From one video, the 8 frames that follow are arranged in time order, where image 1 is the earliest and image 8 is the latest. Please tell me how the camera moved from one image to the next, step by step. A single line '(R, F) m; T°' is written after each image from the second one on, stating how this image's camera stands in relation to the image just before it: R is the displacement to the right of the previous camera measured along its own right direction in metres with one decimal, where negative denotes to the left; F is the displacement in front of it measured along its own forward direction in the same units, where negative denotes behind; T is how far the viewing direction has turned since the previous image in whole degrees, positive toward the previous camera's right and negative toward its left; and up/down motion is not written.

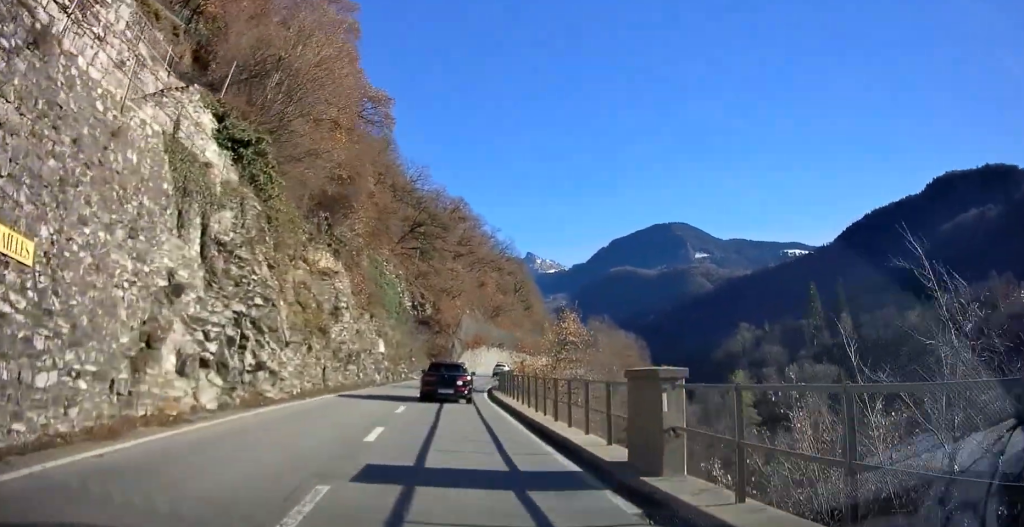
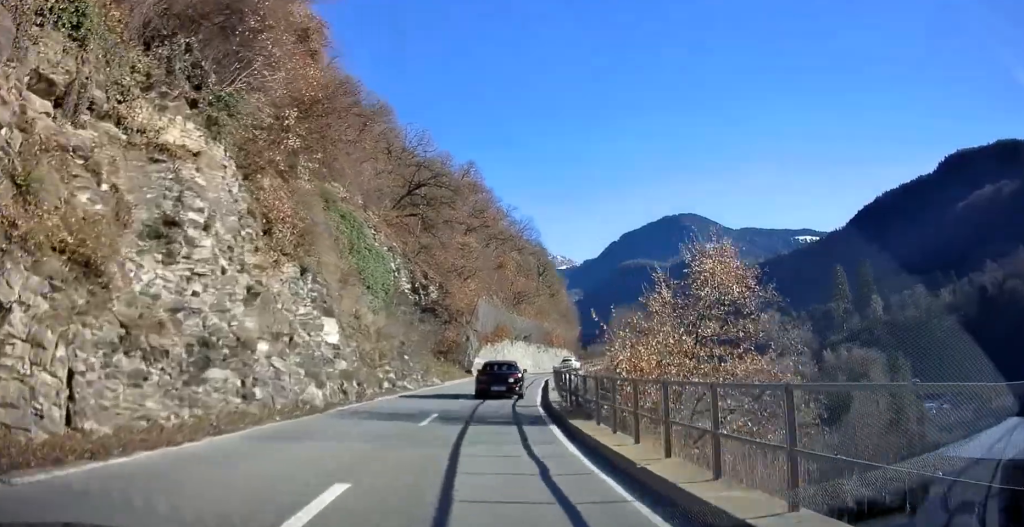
(-1.3, +17.8) m; -5°
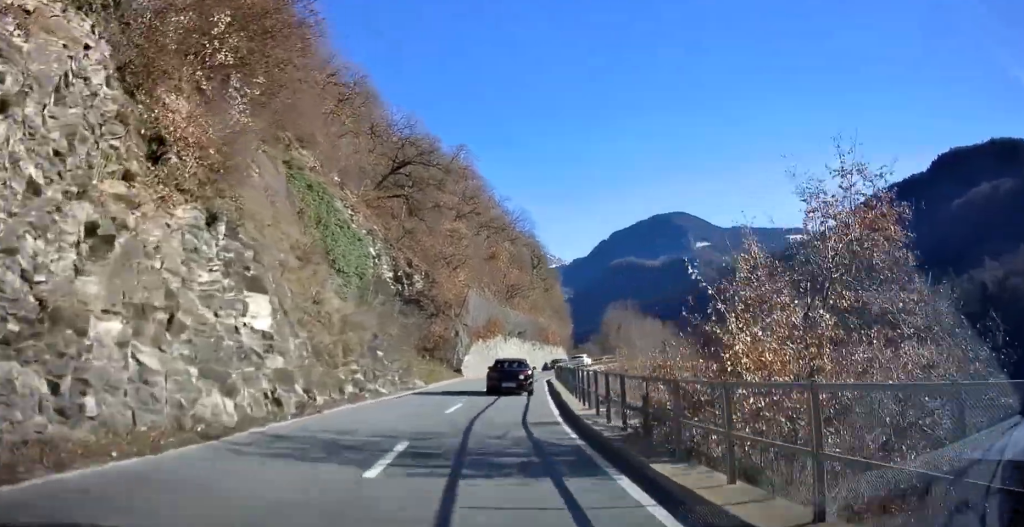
(0.0, +6.1) m; 0°
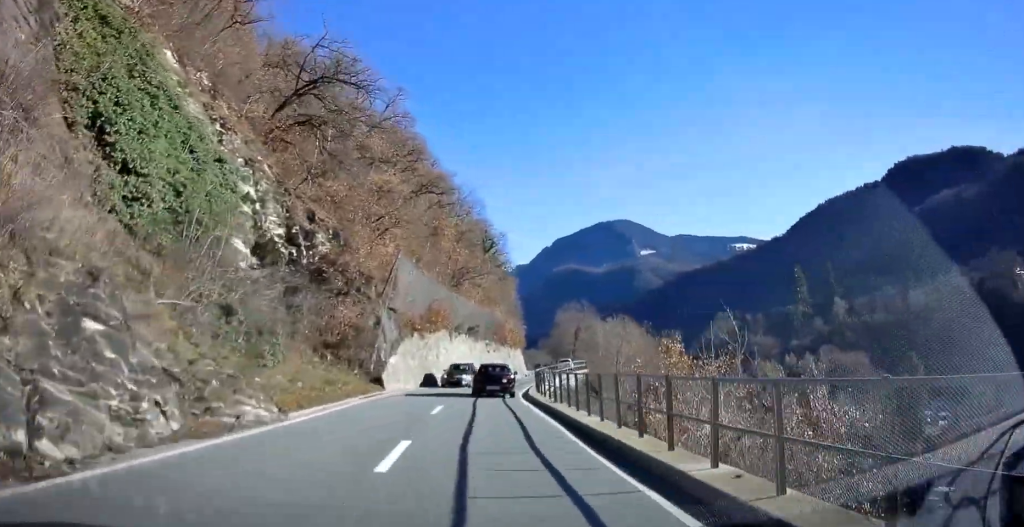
(+0.2, +17.0) m; +5°
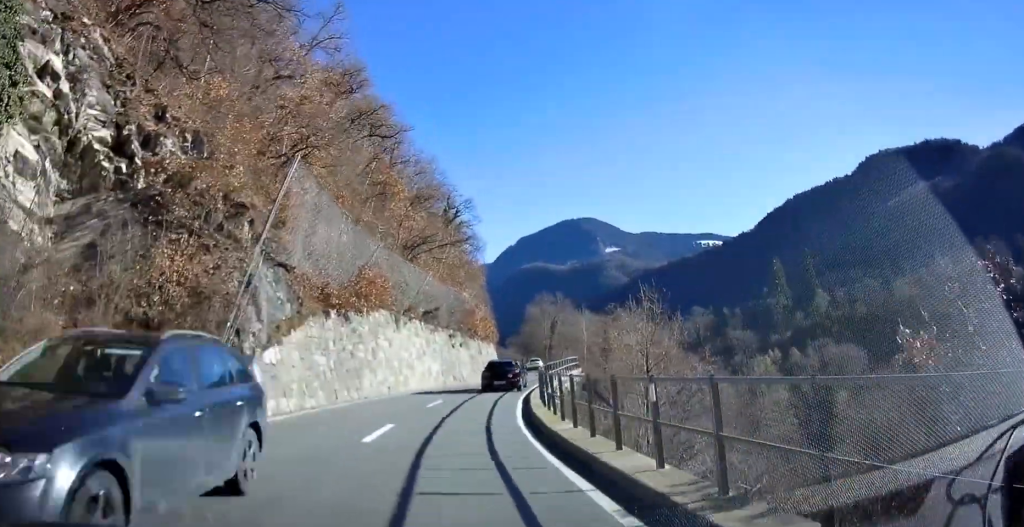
(+1.0, +14.9) m; +5°
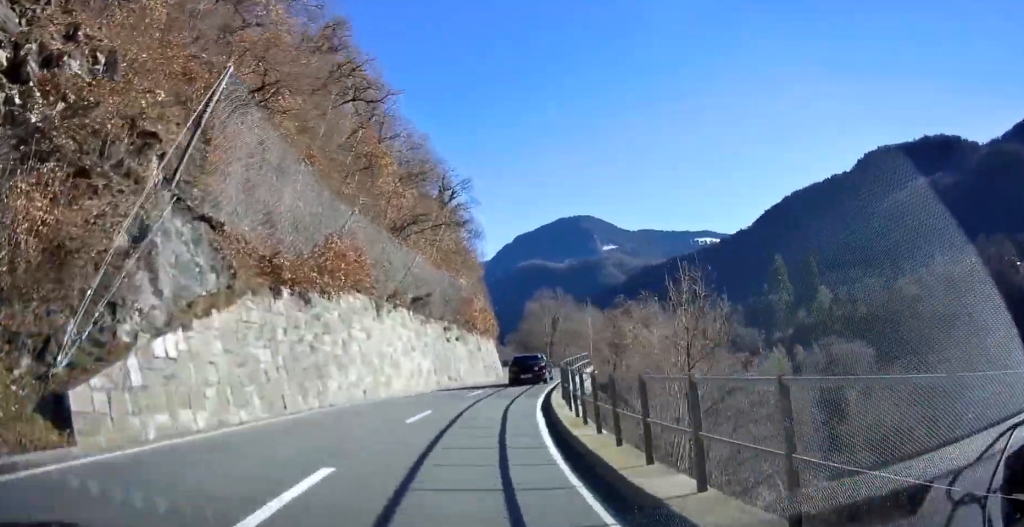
(0.0, +5.7) m; +1°
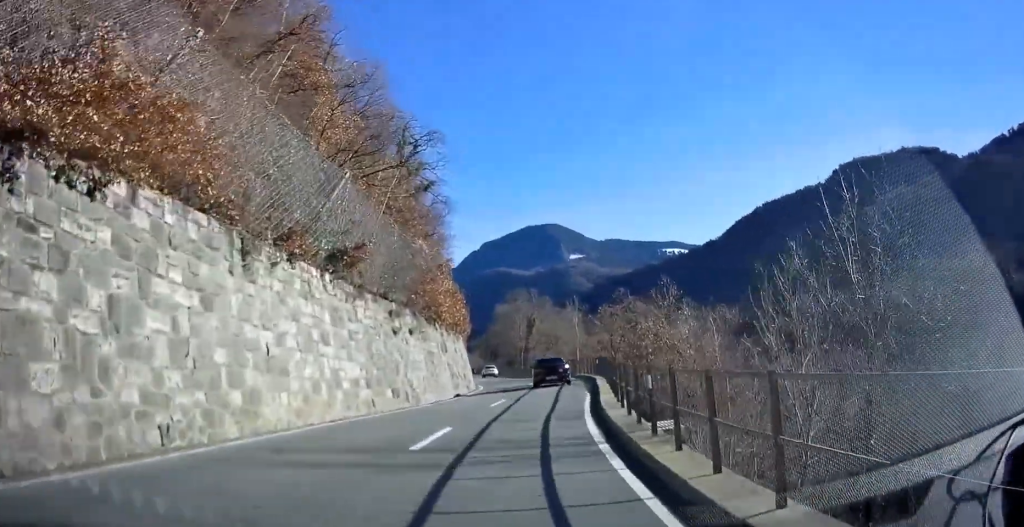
(+0.3, +12.8) m; +3°
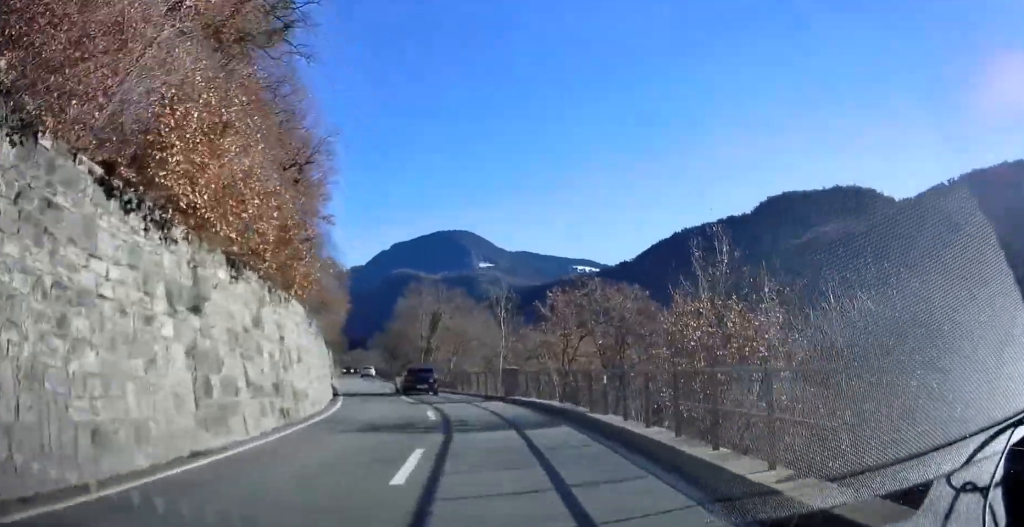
(+0.9, +19.4) m; +5°
